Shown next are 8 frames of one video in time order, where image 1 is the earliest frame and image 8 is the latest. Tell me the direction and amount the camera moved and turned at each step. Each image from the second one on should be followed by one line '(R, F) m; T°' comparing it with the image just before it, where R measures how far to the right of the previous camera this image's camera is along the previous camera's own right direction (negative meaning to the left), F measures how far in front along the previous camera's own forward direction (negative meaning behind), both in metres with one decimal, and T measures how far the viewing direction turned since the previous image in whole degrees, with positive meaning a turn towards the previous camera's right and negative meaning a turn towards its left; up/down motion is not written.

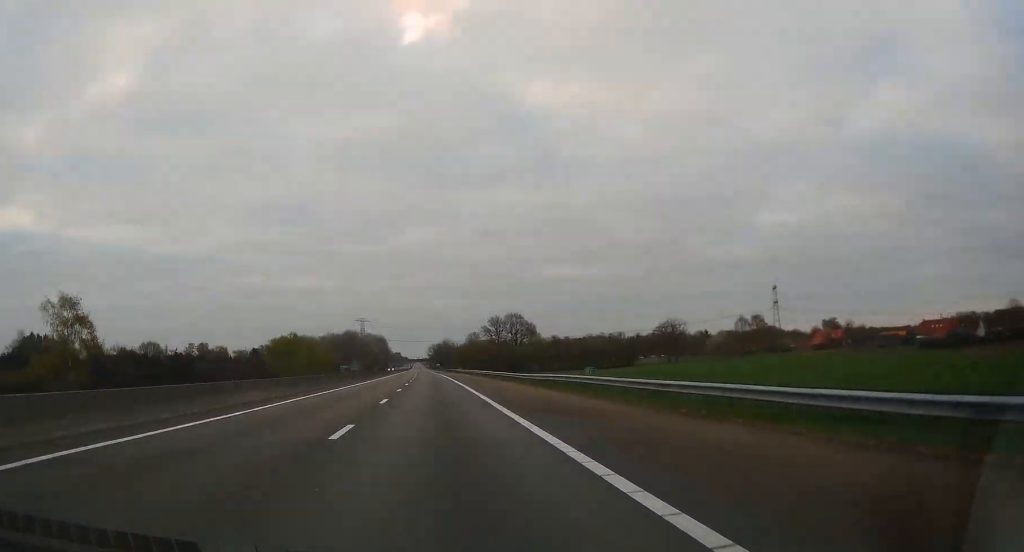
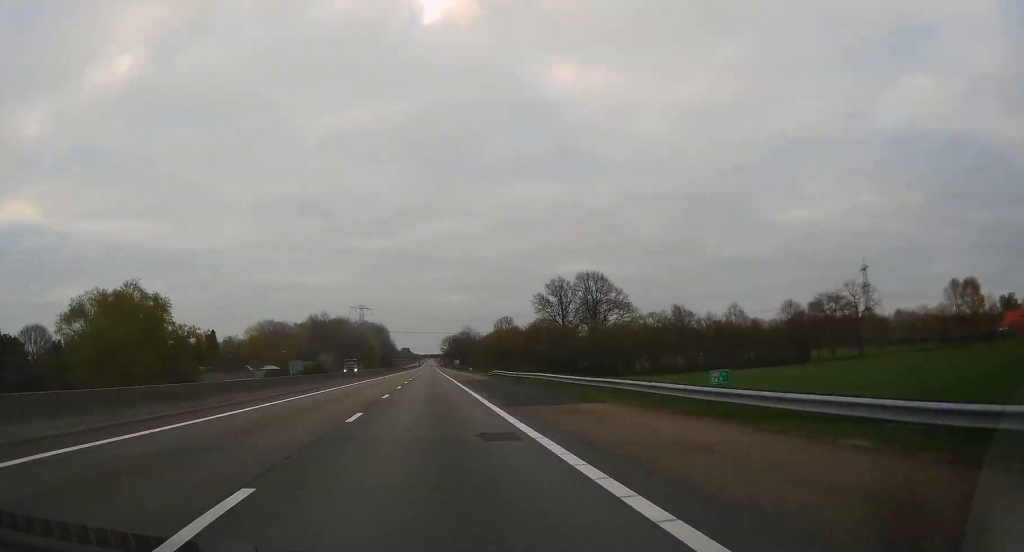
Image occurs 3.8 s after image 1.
(-1.8, +114.6) m; -1°
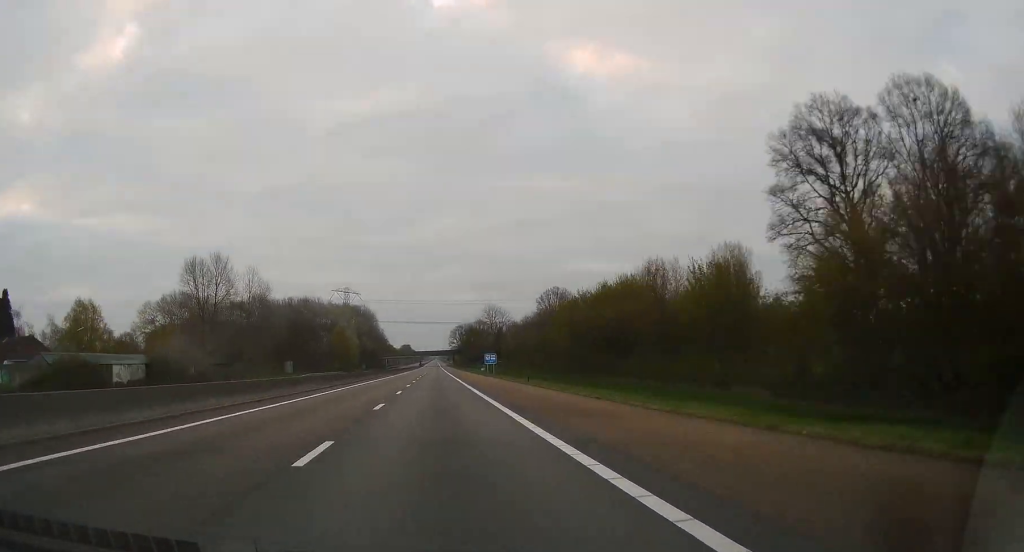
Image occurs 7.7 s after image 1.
(-0.6, +121.0) m; 0°
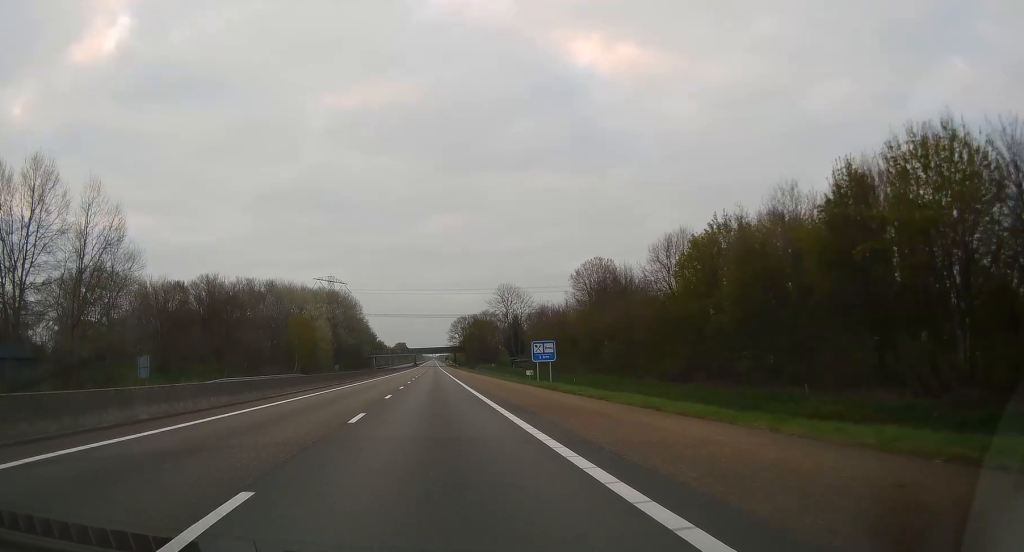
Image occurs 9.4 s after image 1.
(+0.1, +57.7) m; 0°
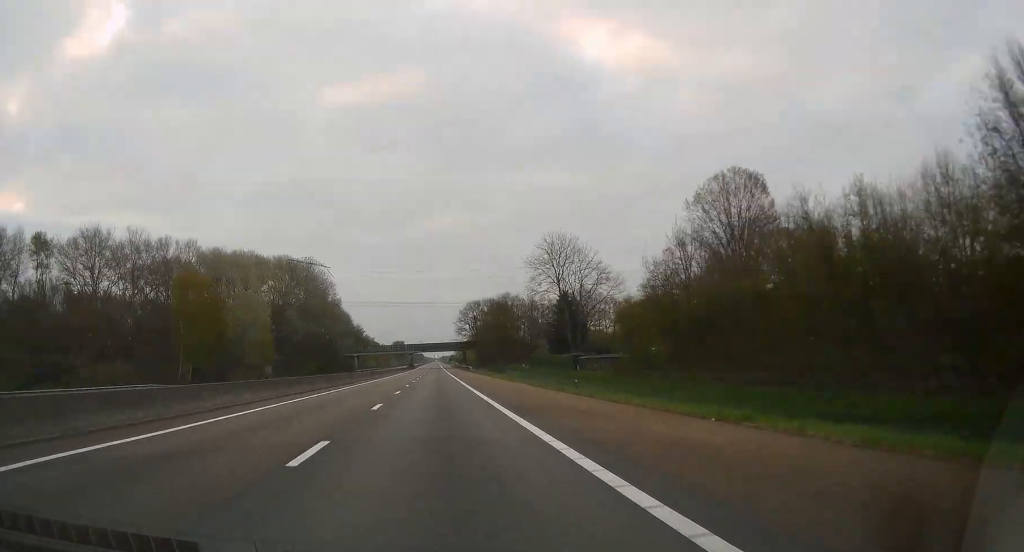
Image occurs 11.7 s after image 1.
(0.0, +60.8) m; 0°
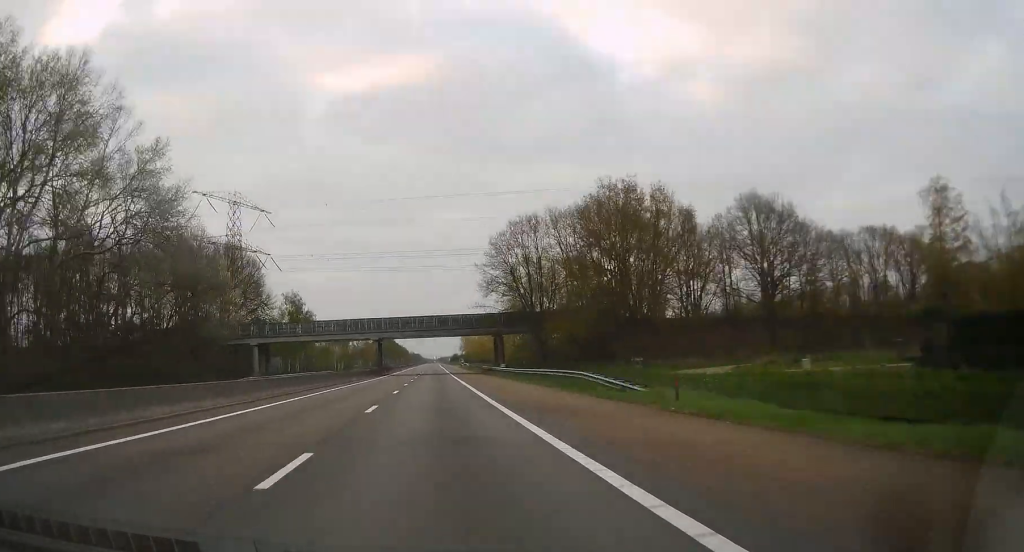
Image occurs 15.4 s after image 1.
(0.0, +103.3) m; 0°
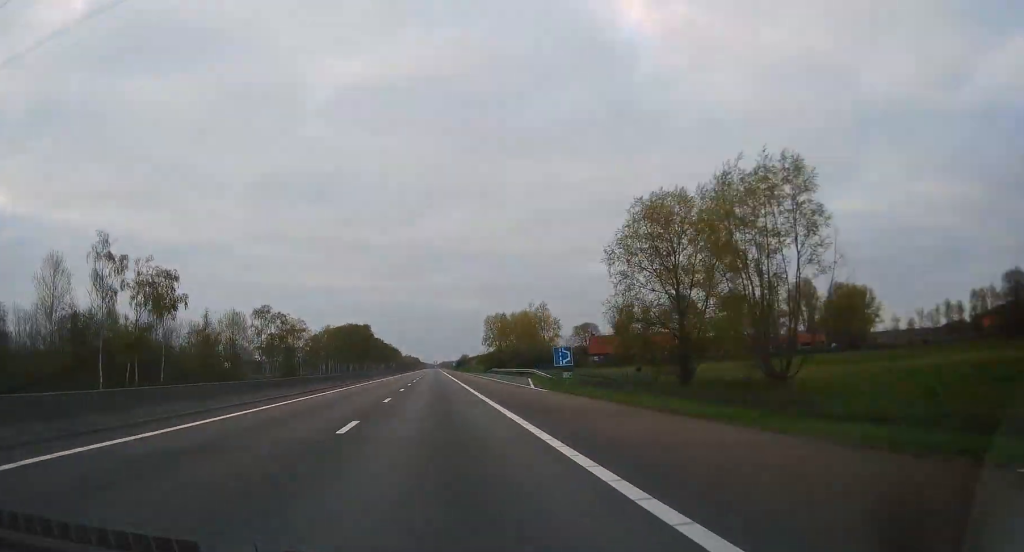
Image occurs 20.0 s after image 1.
(-0.4, +136.0) m; 0°
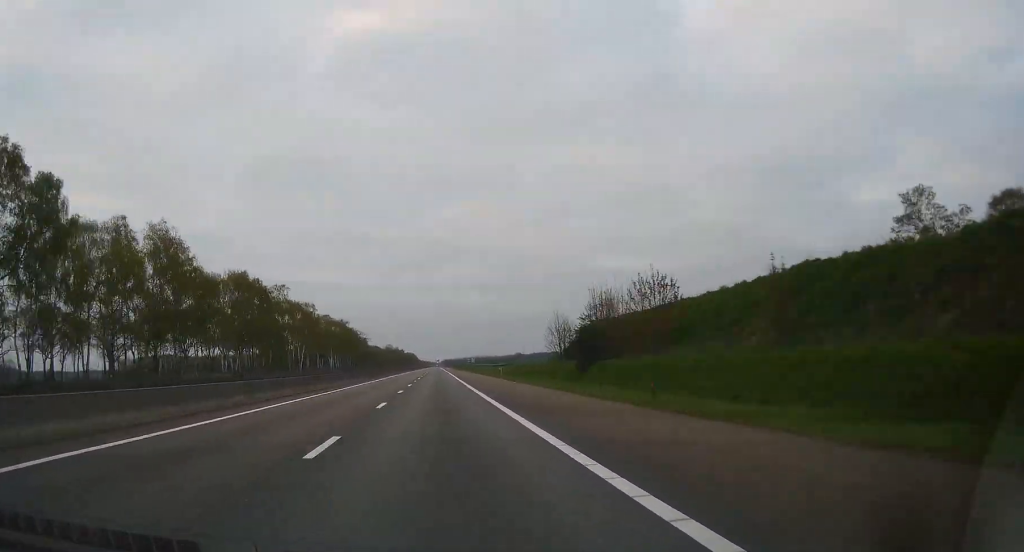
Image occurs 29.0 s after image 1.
(-0.1, +265.1) m; 0°
